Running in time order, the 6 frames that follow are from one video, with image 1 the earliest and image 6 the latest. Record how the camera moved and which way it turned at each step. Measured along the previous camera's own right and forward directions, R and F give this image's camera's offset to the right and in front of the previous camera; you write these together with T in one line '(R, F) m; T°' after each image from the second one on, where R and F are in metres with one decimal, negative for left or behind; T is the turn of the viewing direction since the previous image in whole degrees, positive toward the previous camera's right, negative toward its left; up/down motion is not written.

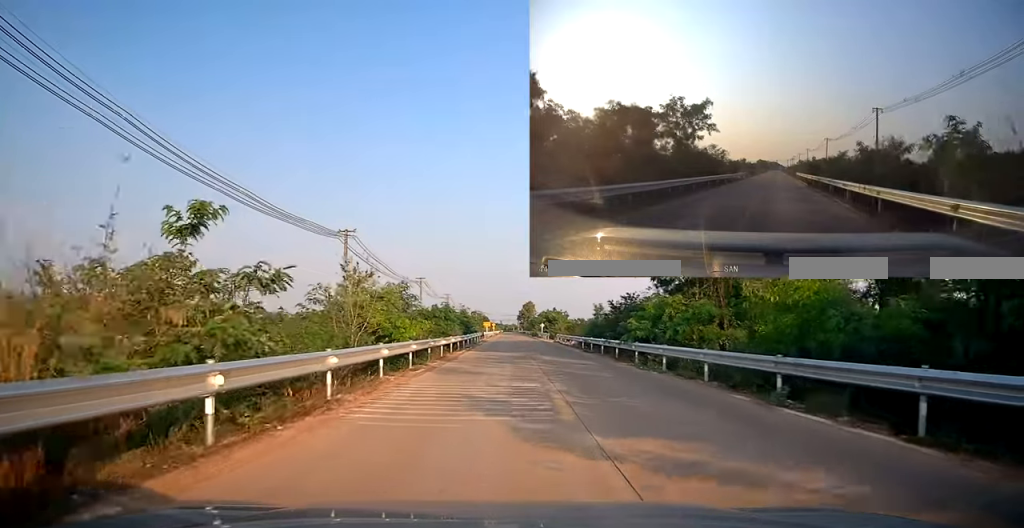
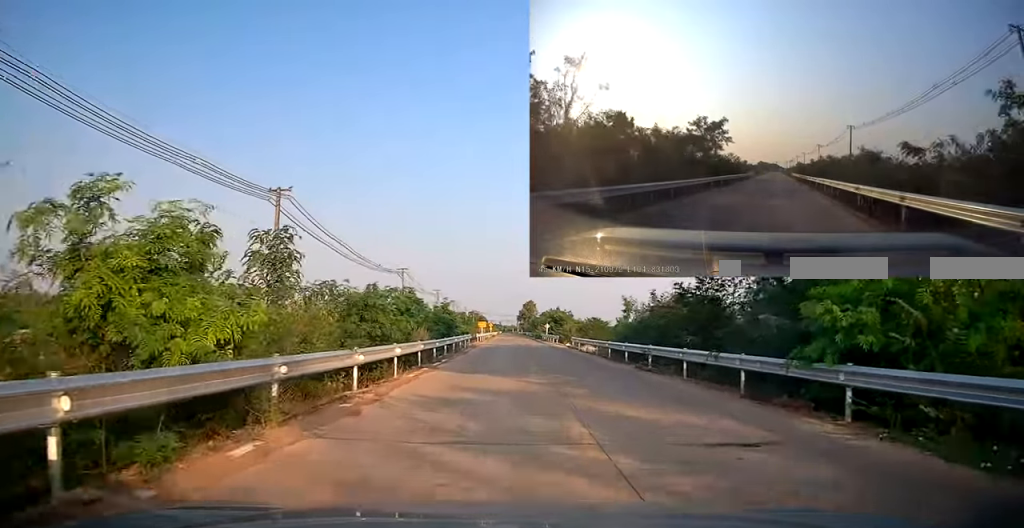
(0.0, +14.5) m; 0°
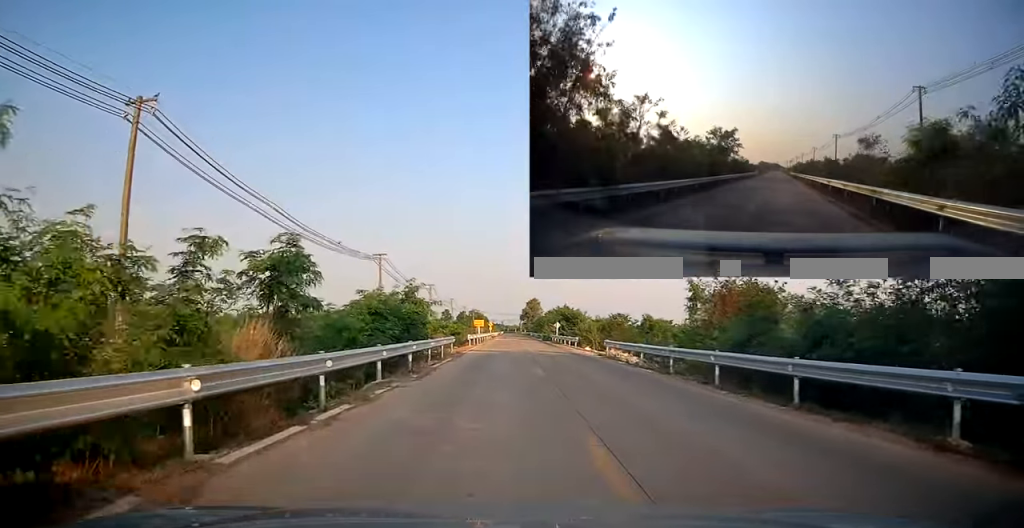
(0.0, +14.3) m; 0°
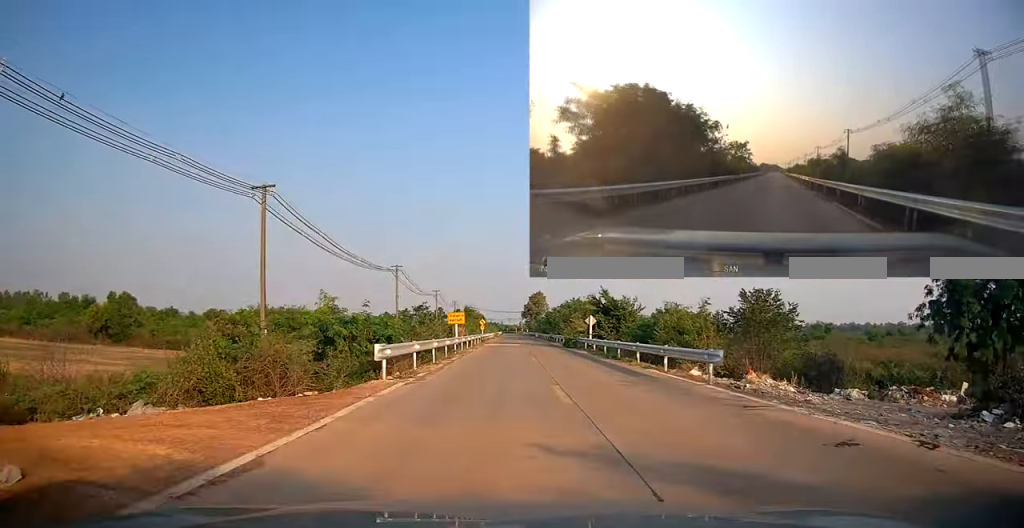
(+0.5, +29.1) m; +2°
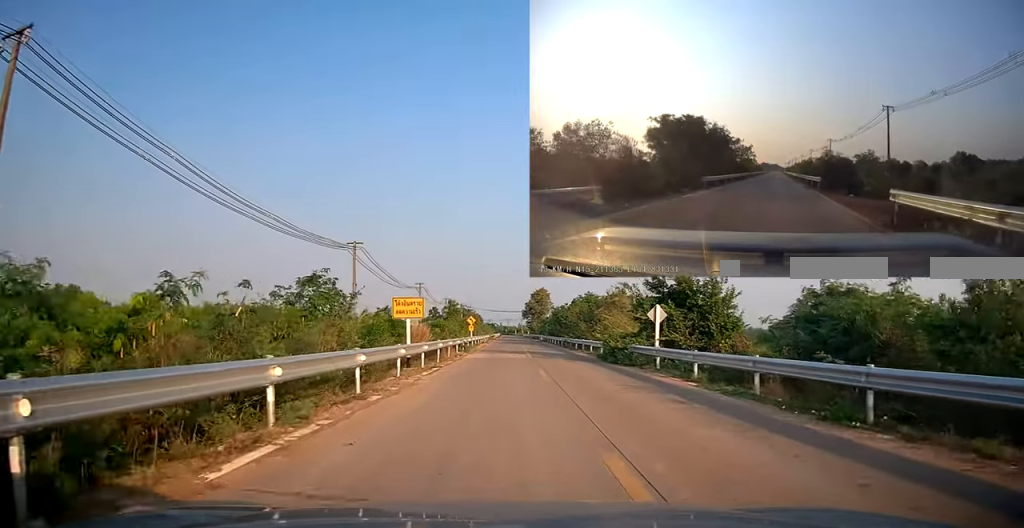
(-0.3, +18.7) m; 0°
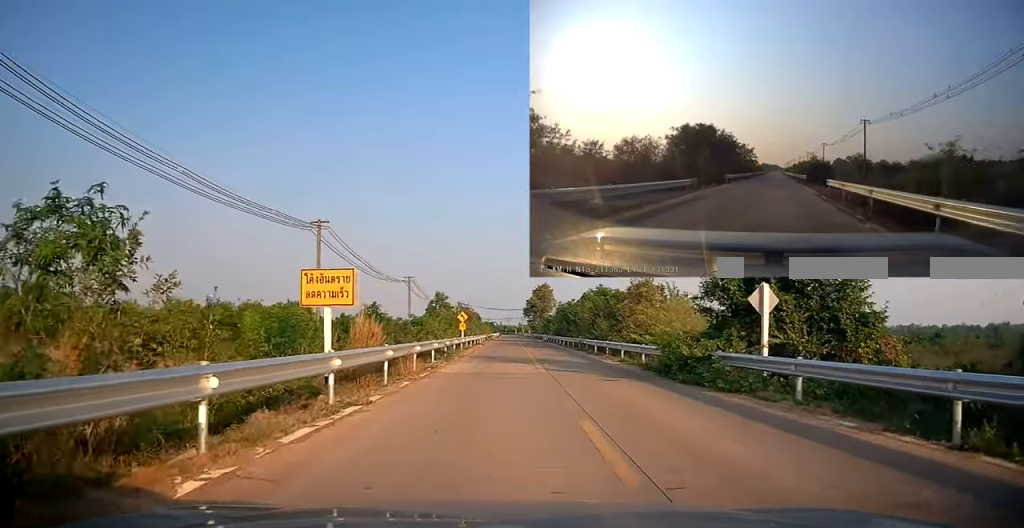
(+0.3, +9.6) m; 0°
